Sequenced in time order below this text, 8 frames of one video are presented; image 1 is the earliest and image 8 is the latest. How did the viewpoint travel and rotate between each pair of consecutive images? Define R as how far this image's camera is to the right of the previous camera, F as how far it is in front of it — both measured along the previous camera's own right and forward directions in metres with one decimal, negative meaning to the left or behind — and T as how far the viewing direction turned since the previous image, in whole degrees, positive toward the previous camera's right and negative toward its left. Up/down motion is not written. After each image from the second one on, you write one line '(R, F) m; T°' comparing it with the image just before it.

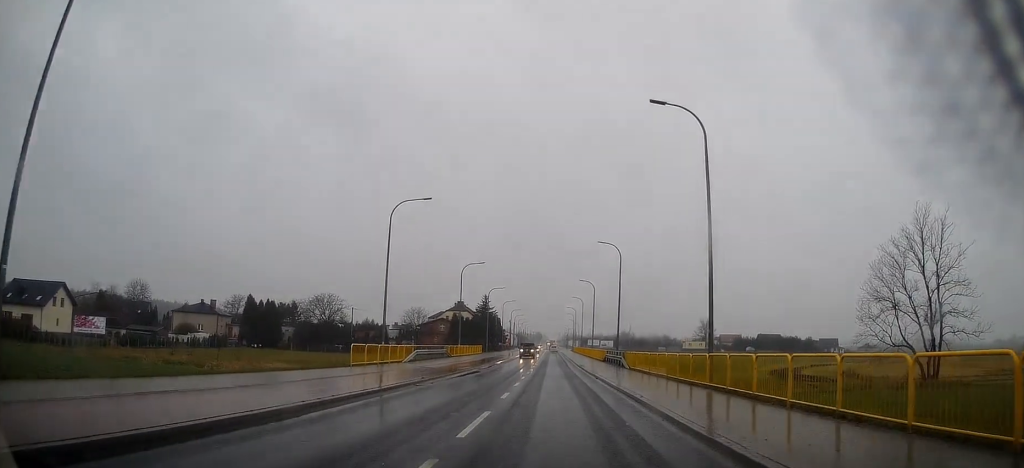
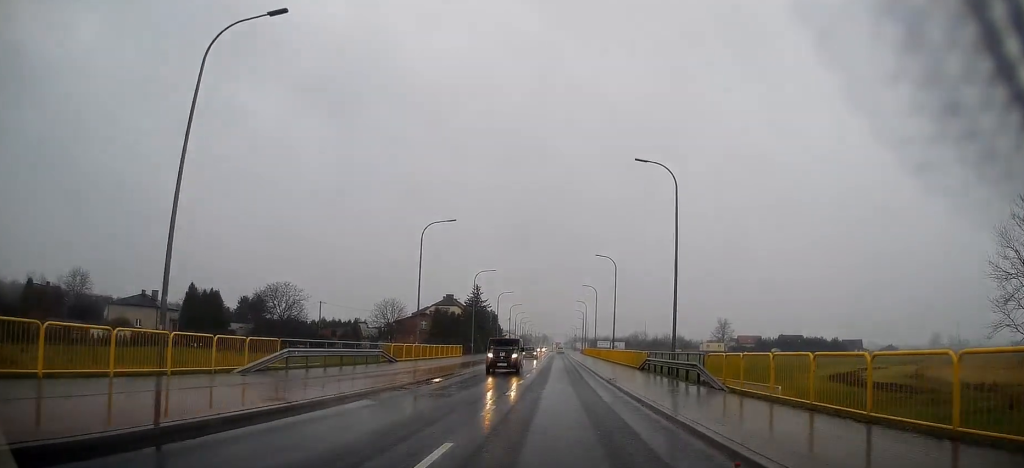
(-0.1, +22.8) m; 0°
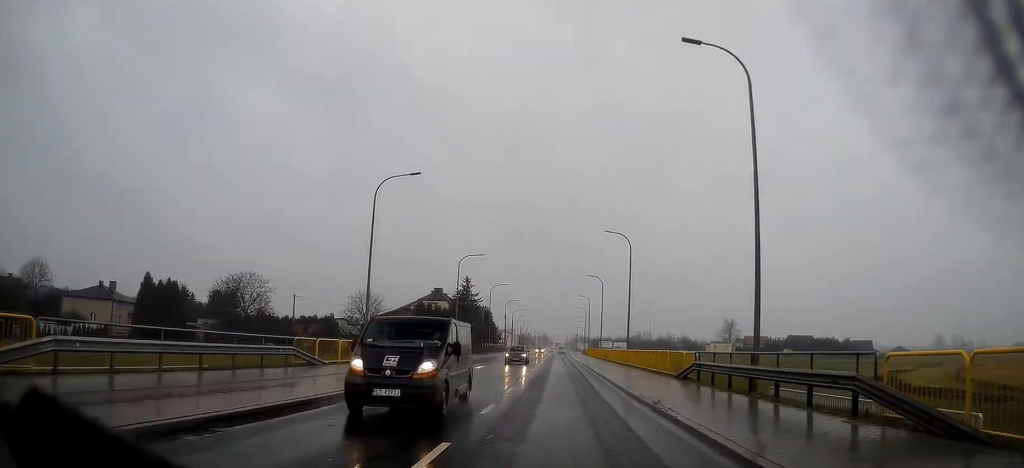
(0.0, +12.1) m; +1°
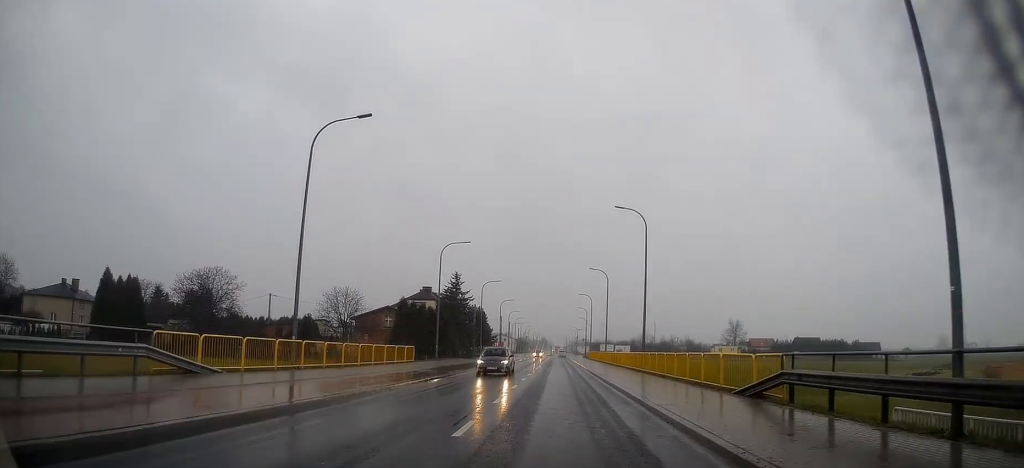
(-0.1, +9.1) m; +1°
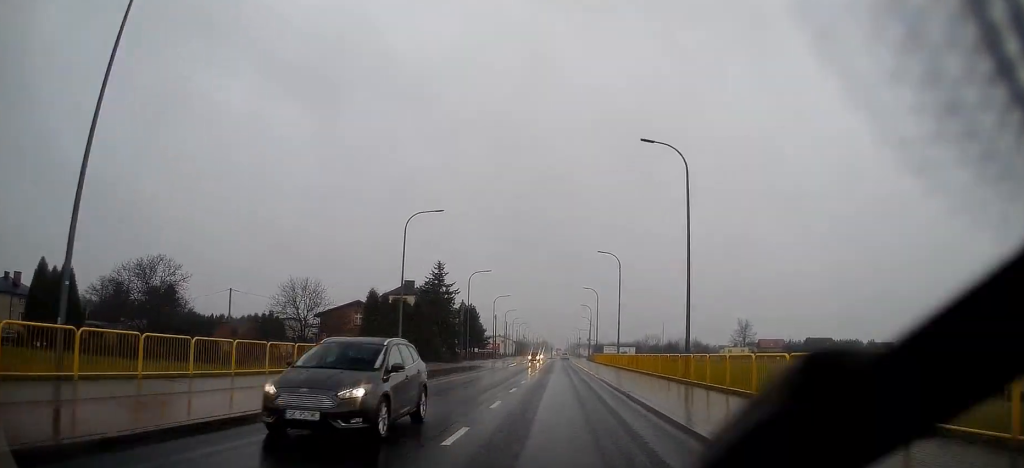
(+0.3, +12.8) m; 0°
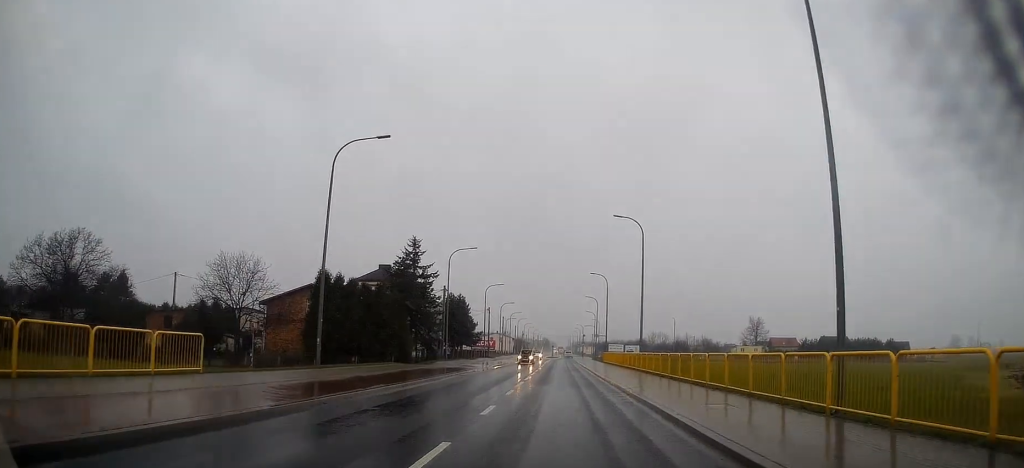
(-0.1, +14.0) m; -1°
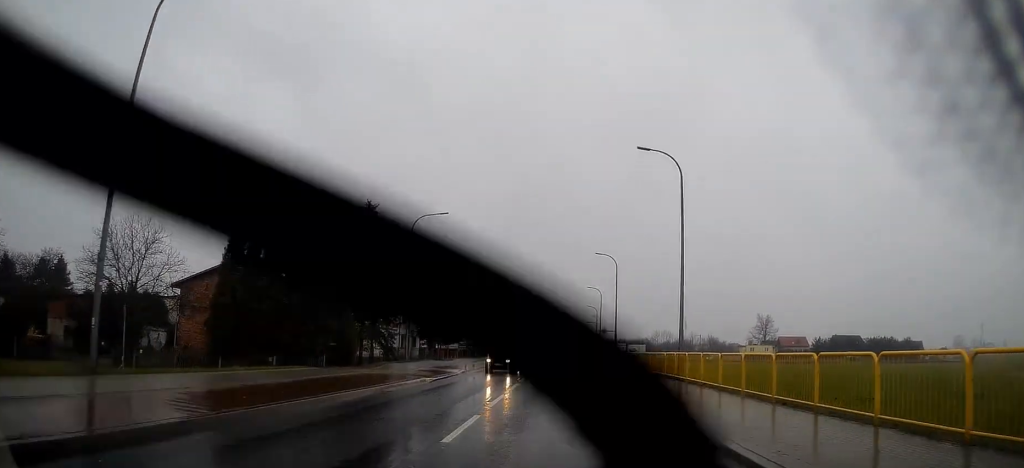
(-0.2, +14.0) m; -1°
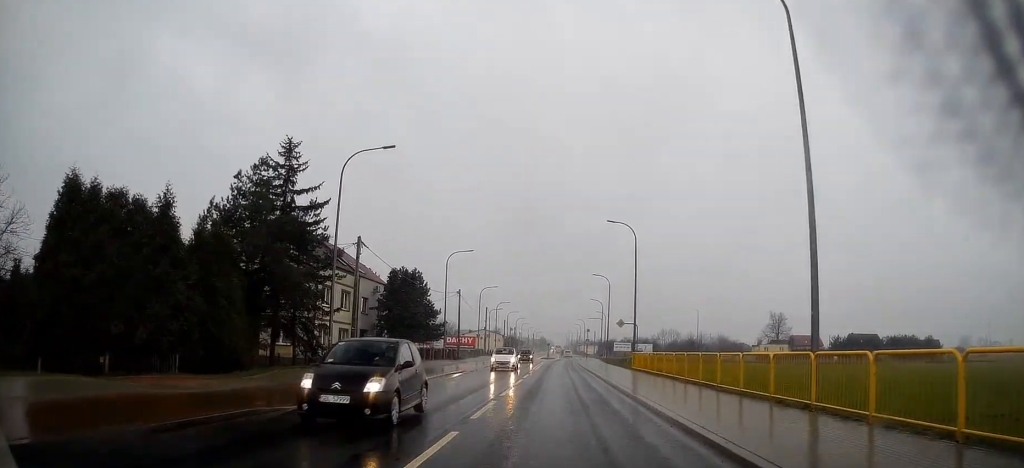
(0.0, +14.5) m; 0°
